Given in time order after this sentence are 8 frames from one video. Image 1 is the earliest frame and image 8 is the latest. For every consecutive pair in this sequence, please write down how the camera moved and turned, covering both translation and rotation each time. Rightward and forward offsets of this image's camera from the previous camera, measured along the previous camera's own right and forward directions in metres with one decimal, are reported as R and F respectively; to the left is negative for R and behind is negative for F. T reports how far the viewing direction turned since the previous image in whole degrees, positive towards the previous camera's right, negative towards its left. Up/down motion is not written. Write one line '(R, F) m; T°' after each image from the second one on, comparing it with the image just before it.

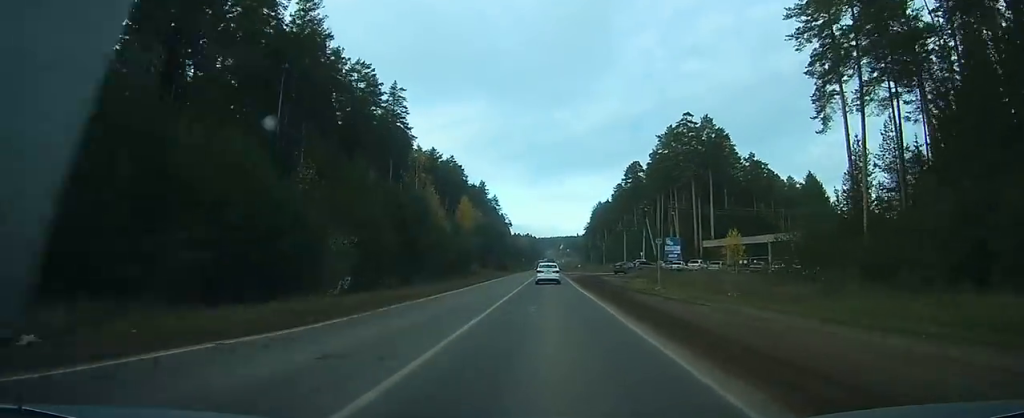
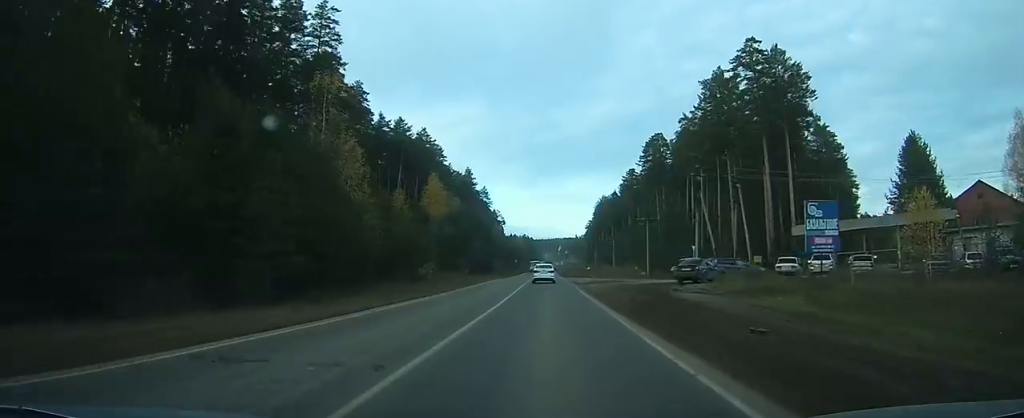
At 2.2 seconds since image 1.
(+0.1, +33.5) m; 0°
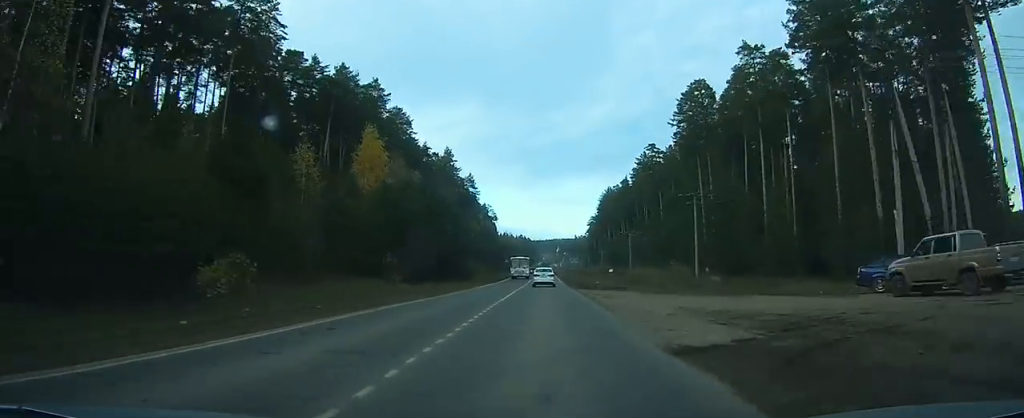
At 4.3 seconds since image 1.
(0.0, +35.0) m; 0°
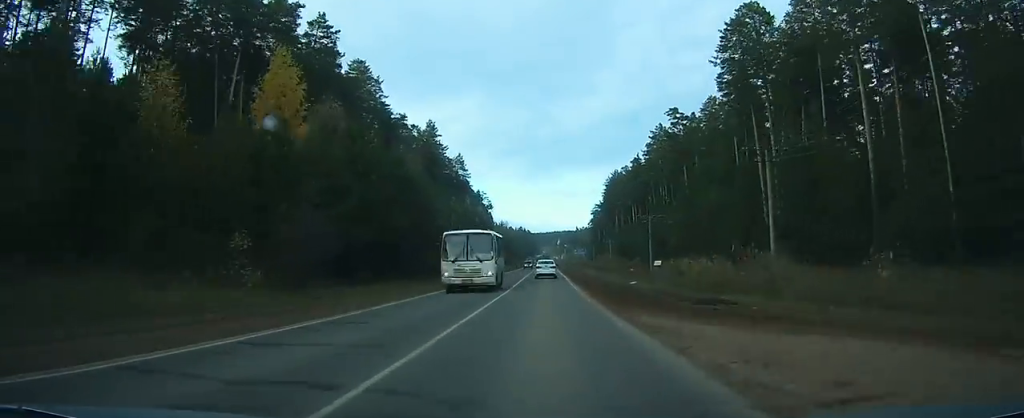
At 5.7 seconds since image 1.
(+0.1, +24.0) m; 0°
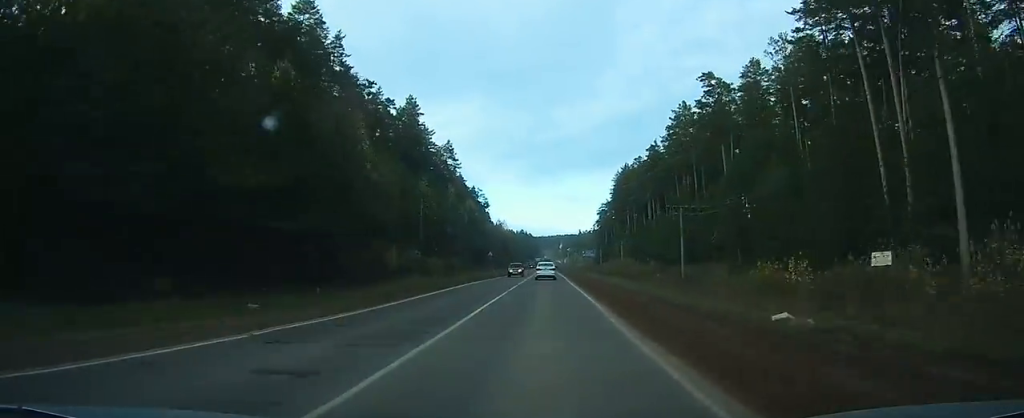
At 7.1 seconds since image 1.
(0.0, +23.2) m; 0°
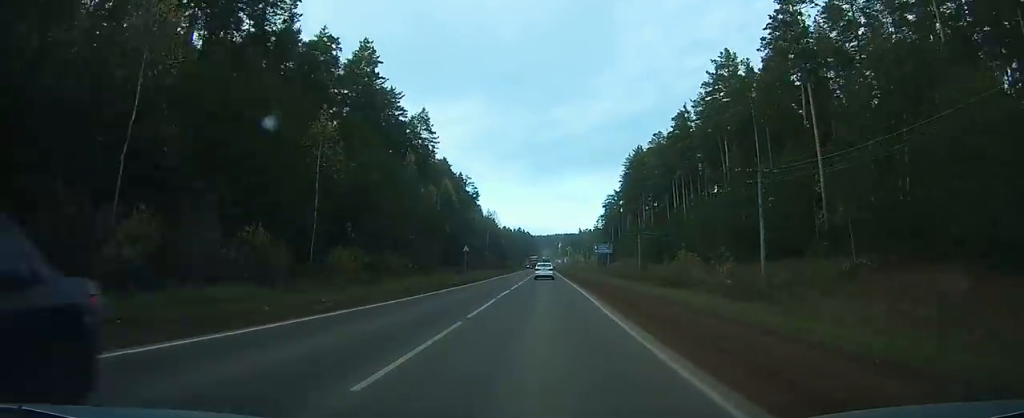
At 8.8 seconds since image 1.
(-0.1, +30.6) m; 0°
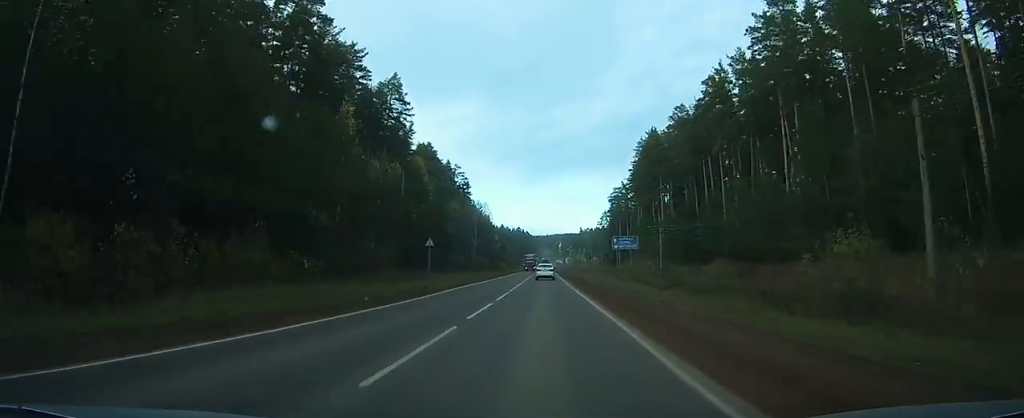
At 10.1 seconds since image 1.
(-0.1, +23.8) m; 0°
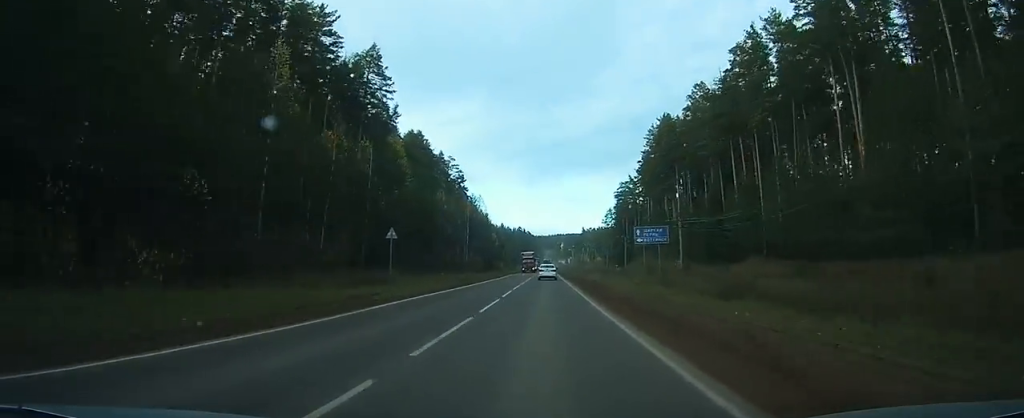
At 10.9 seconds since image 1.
(0.0, +14.4) m; 0°
